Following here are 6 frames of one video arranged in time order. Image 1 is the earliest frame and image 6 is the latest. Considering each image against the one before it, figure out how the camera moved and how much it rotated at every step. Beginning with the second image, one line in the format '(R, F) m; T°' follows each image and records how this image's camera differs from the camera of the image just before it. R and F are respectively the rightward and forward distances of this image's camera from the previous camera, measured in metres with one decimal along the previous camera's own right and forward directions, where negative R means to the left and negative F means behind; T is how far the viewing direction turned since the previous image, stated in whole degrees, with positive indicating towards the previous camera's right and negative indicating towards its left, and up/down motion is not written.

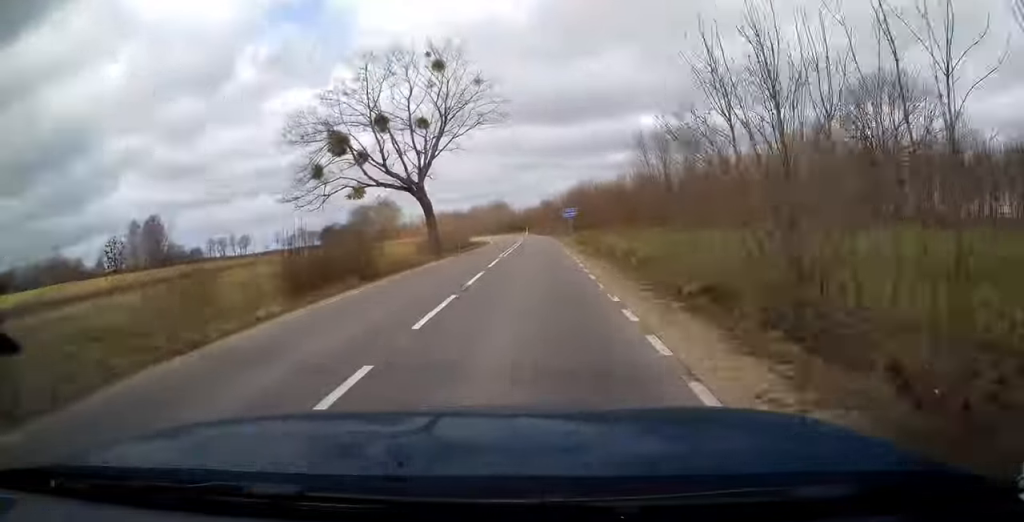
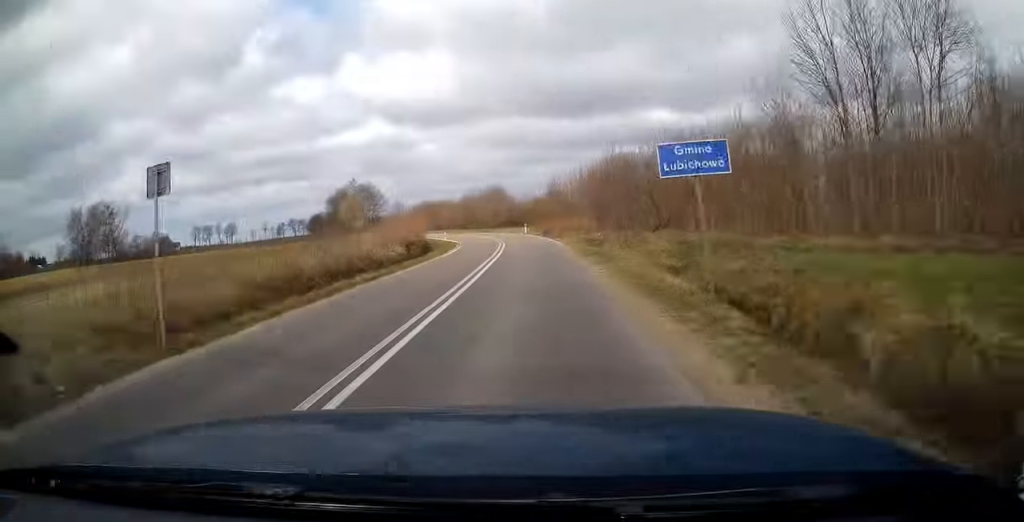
(-0.3, +36.3) m; -3°
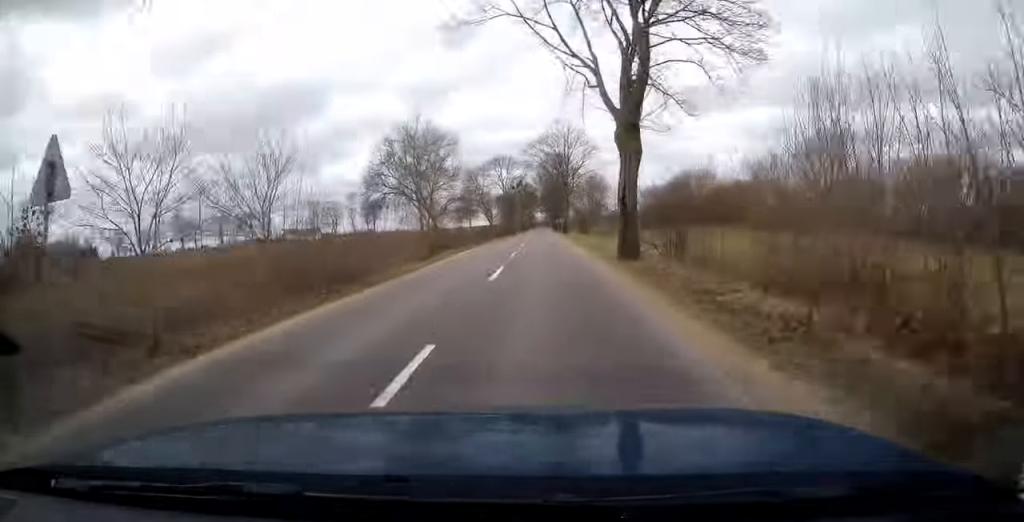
(-58.5, +230.6) m; -20°
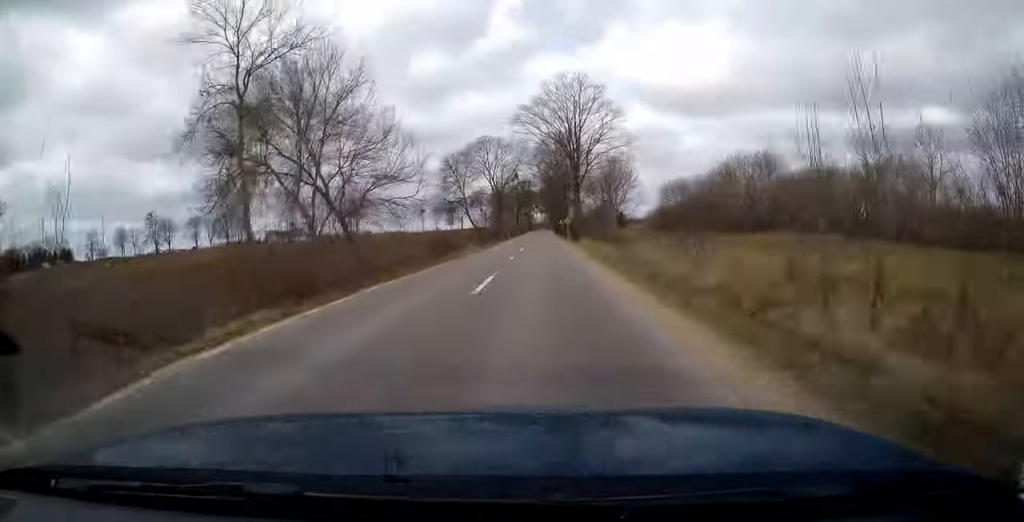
(+0.1, +26.6) m; 0°
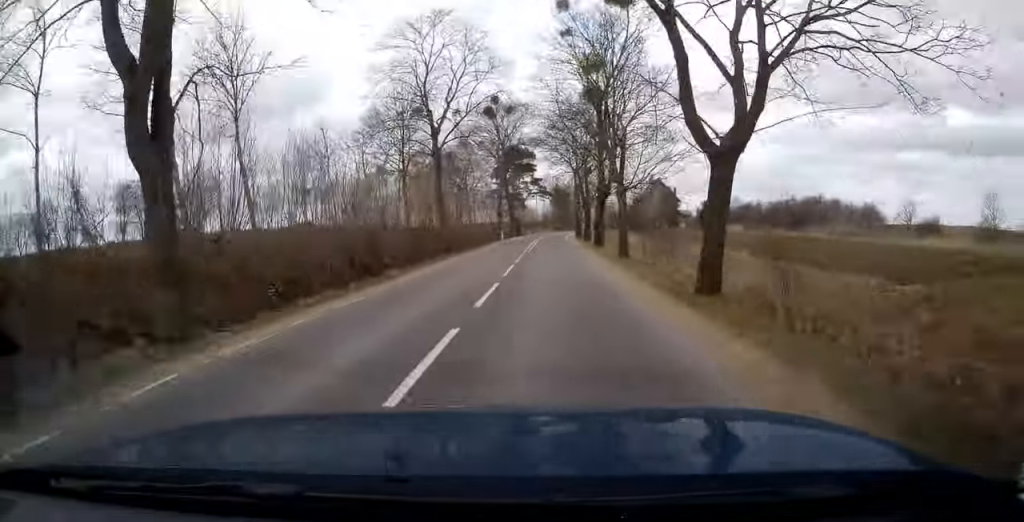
(+0.5, +125.8) m; +1°
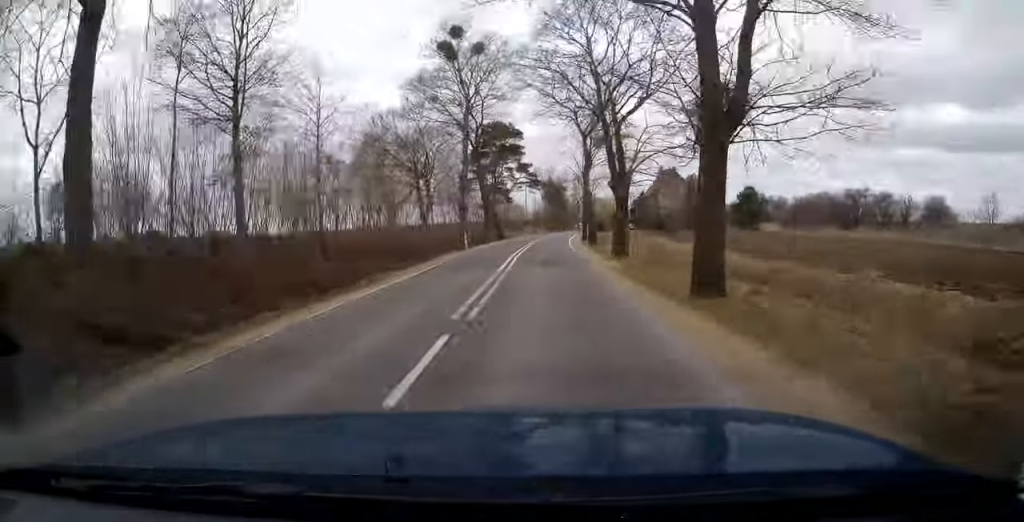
(-0.2, +25.5) m; 0°
